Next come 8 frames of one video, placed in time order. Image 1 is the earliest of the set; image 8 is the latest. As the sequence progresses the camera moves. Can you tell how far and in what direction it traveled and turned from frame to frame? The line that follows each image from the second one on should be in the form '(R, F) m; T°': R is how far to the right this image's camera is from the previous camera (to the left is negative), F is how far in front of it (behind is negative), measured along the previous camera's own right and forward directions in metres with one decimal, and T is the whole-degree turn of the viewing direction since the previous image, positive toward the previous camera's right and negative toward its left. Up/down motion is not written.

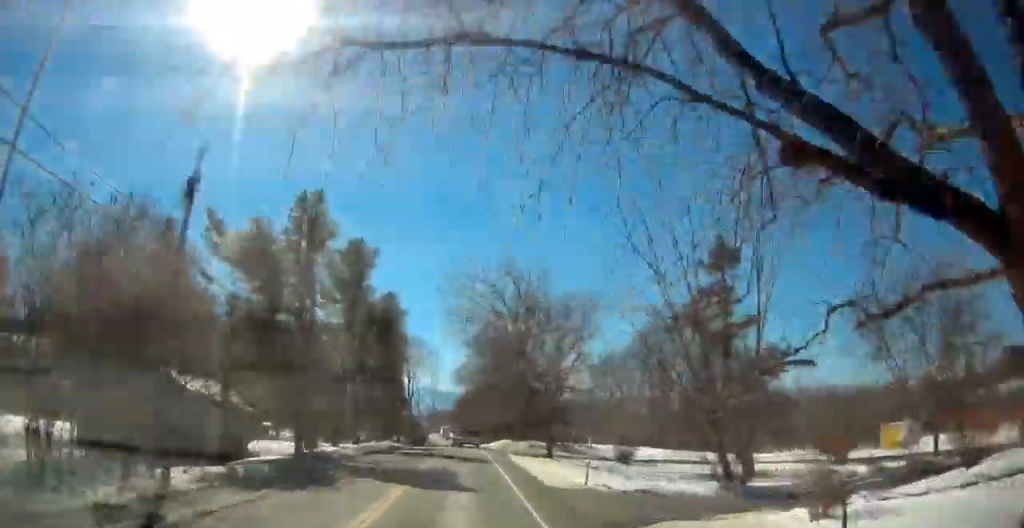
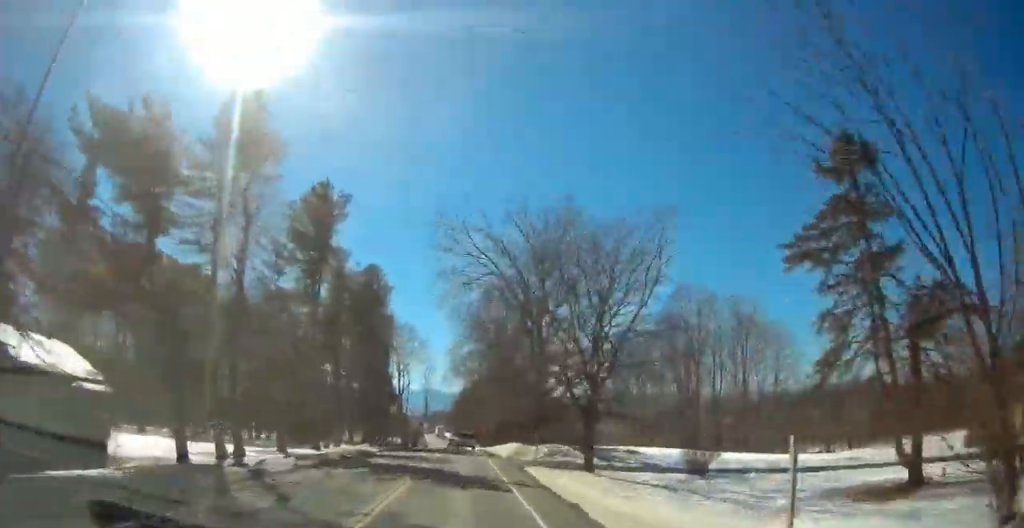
(0.0, +14.6) m; 0°
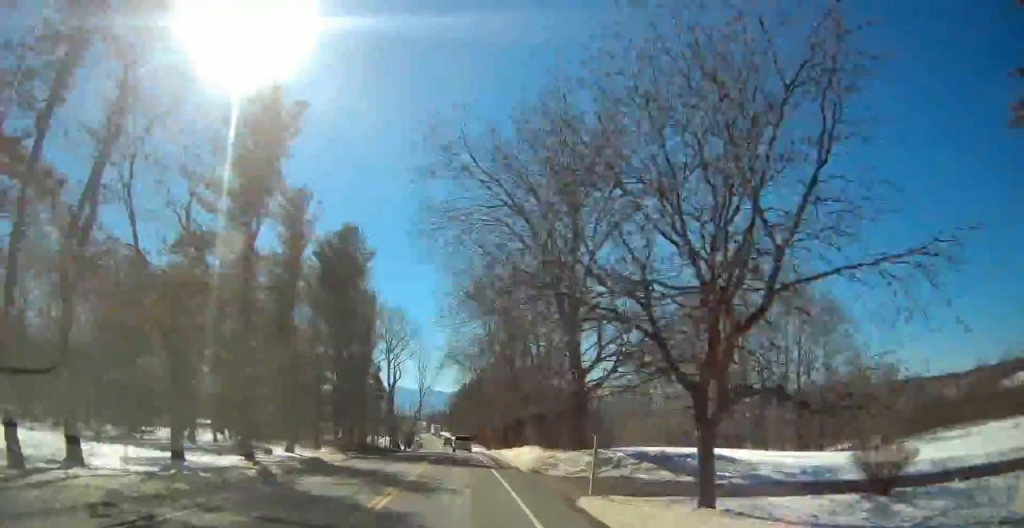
(0.0, +15.4) m; 0°
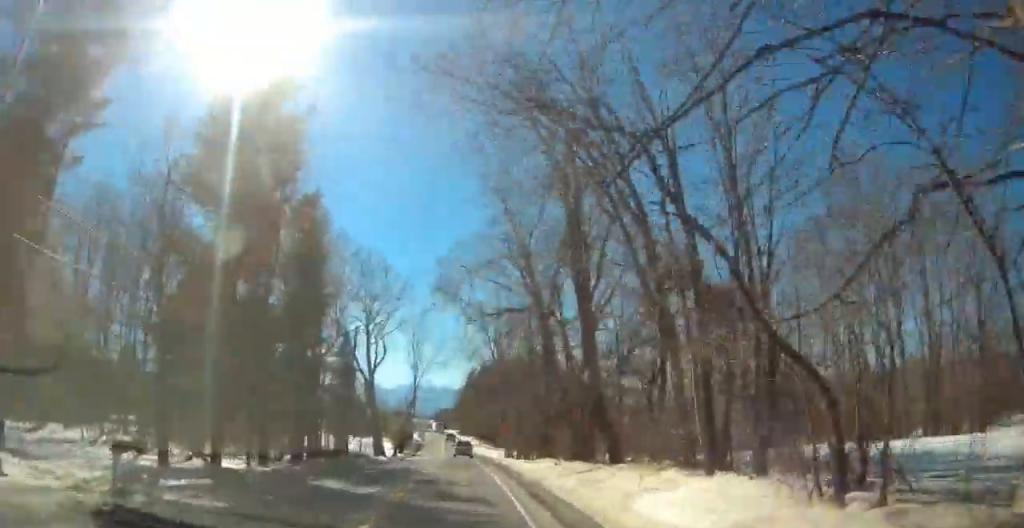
(0.0, +34.2) m; 0°
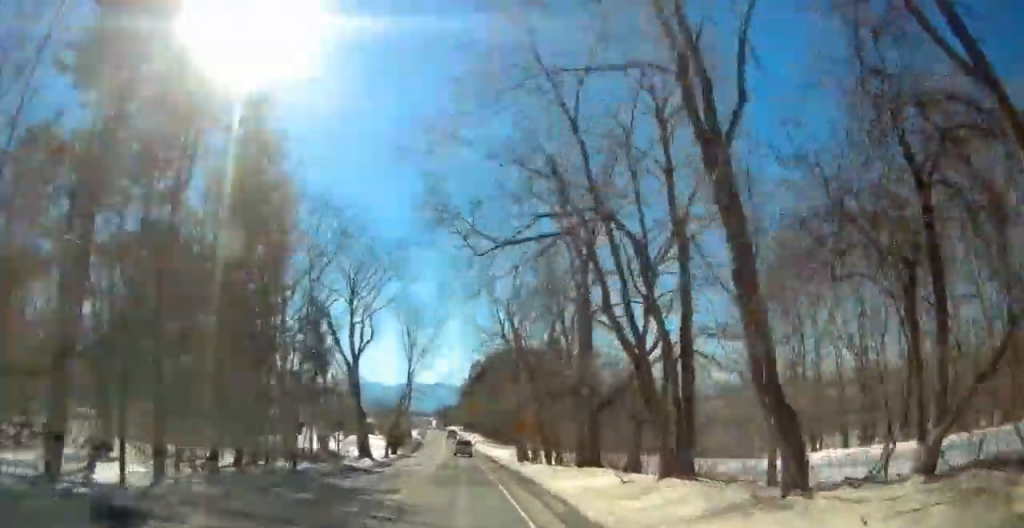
(0.0, +16.1) m; 0°
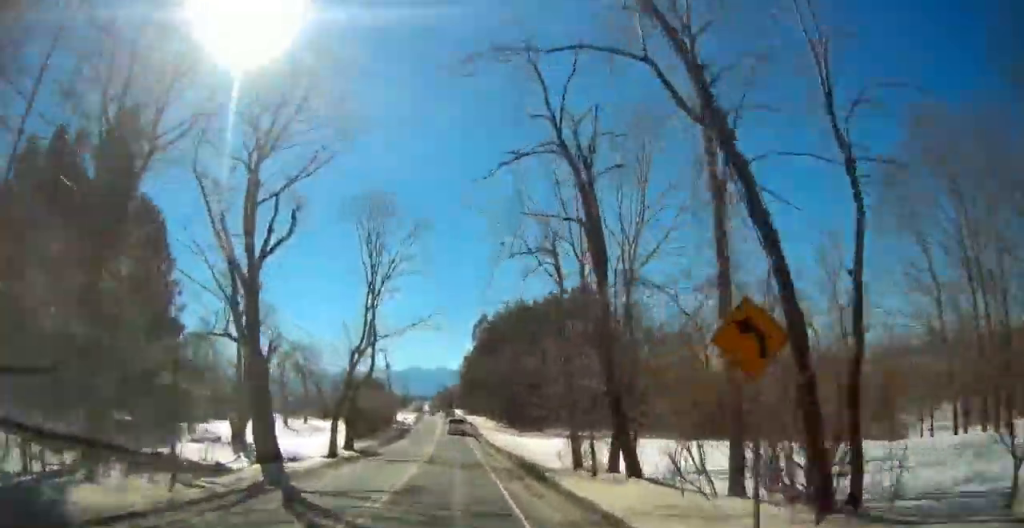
(0.0, +40.4) m; 0°
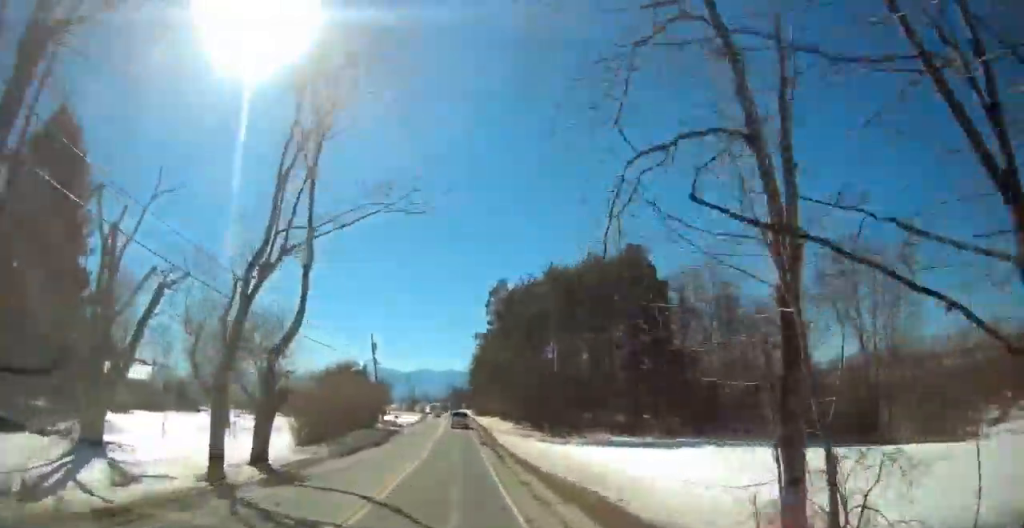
(-0.1, +27.4) m; -1°
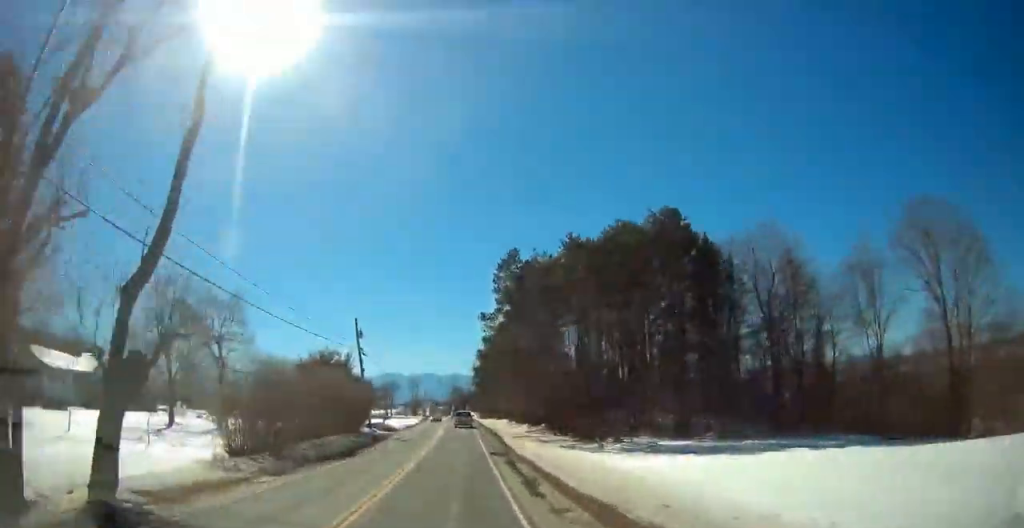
(-0.2, +11.1) m; -1°
